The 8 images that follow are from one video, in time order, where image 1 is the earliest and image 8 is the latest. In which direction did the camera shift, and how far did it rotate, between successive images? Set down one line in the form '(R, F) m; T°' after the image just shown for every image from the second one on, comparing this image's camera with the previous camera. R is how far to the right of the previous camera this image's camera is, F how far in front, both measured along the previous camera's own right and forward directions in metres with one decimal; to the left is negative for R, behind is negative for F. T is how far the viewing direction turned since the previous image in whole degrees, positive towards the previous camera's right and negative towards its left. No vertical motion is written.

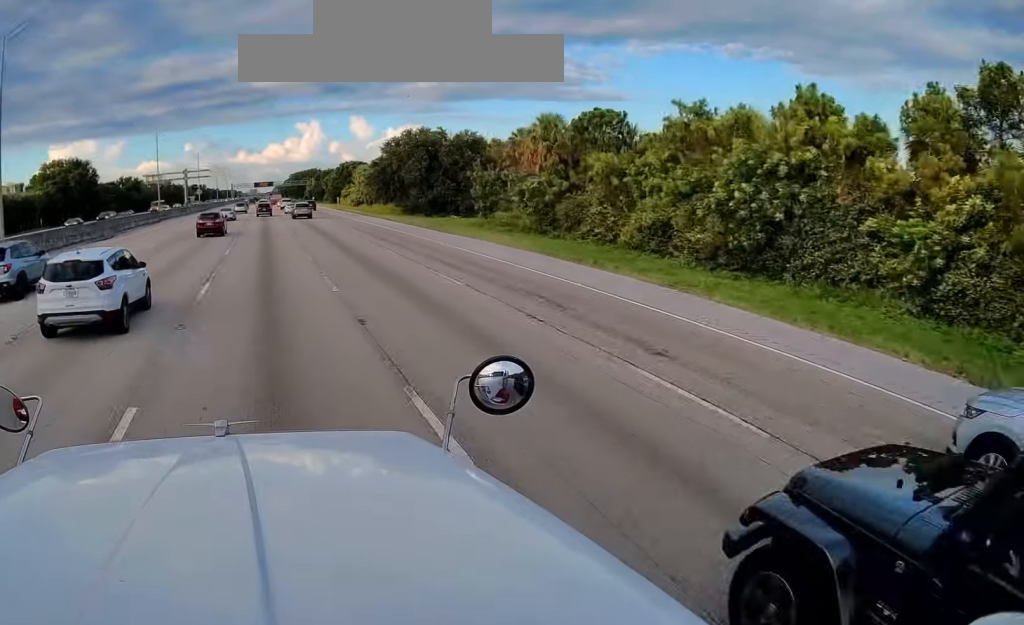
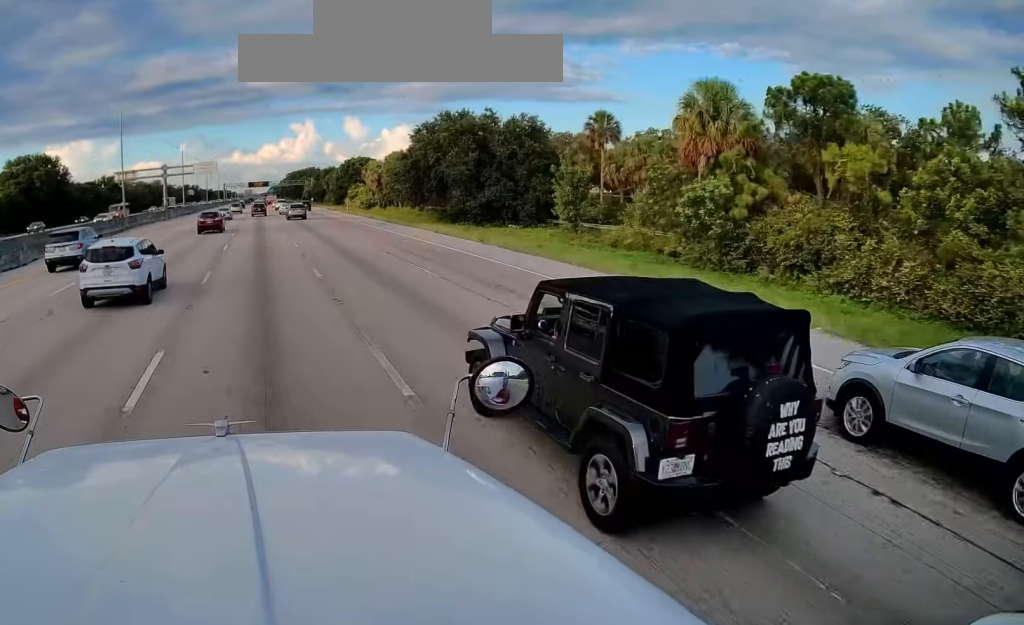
(+0.3, +21.5) m; +1°
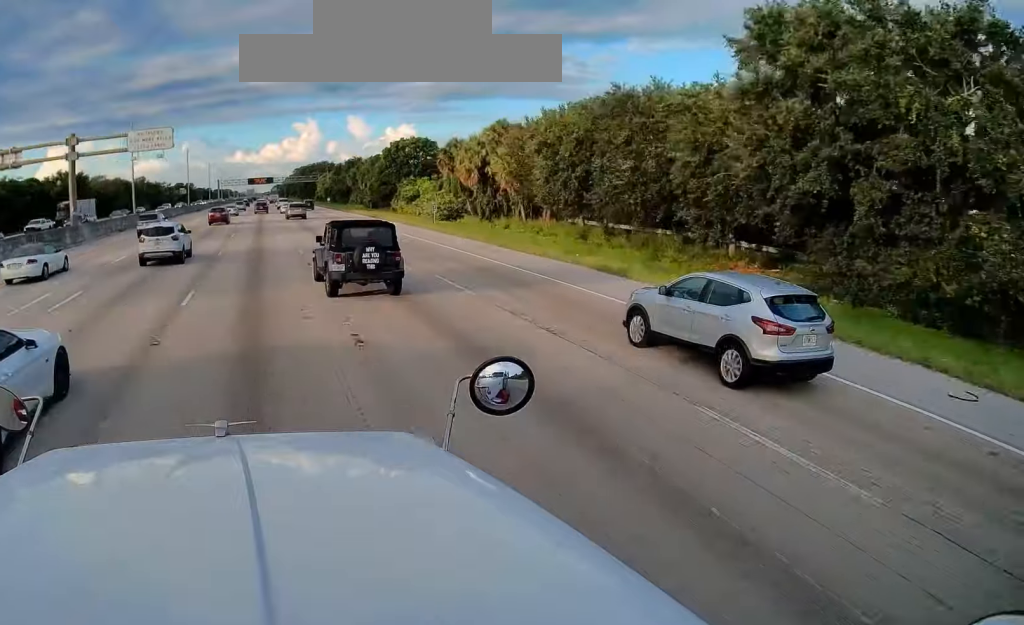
(-0.6, +53.7) m; -1°
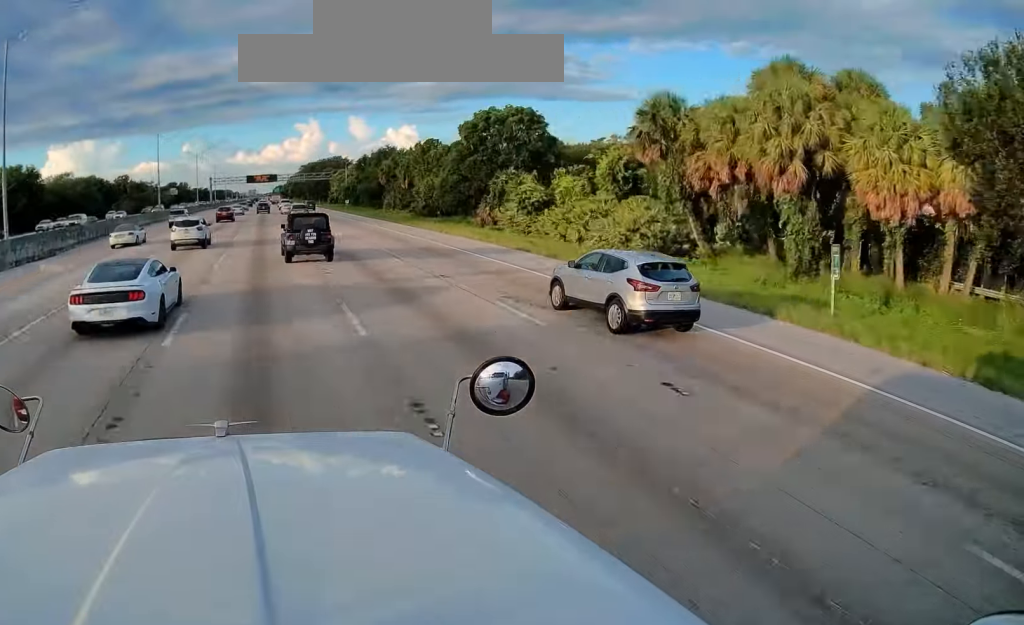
(+0.6, +40.3) m; +1°
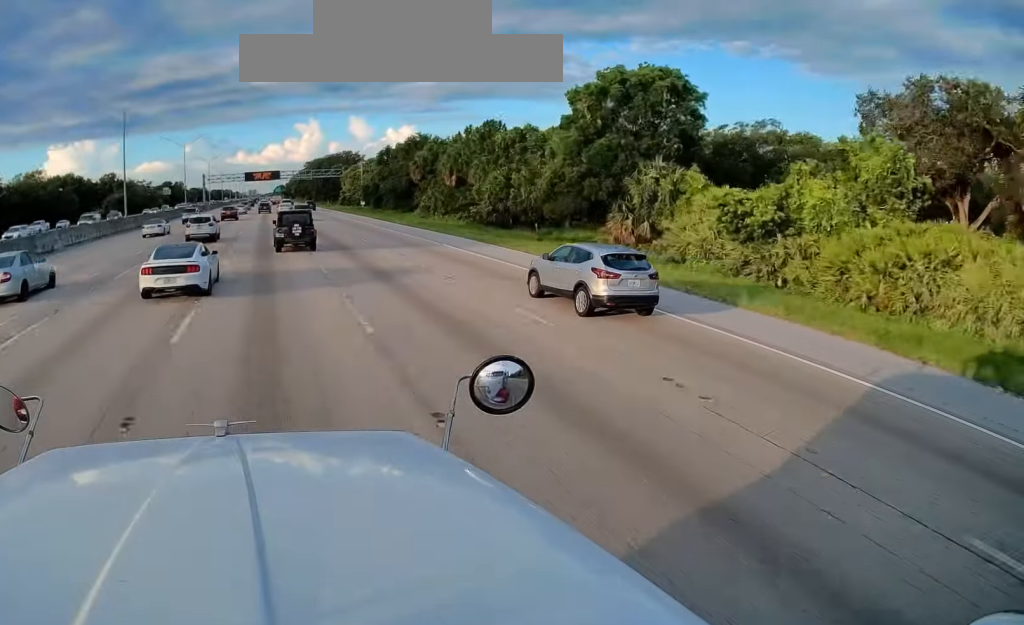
(0.0, +23.7) m; 0°
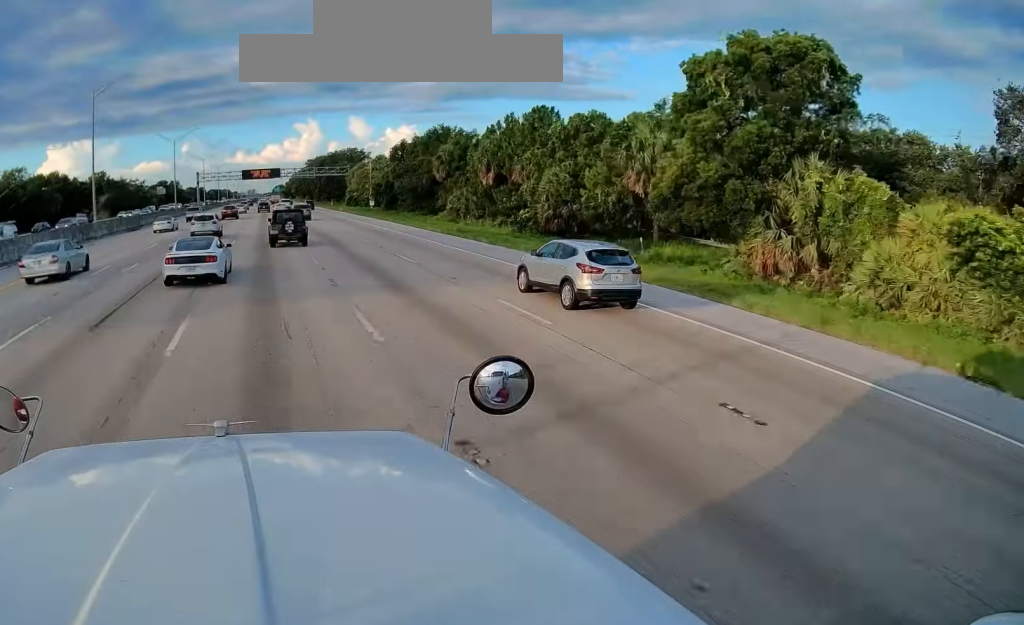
(0.0, +13.2) m; 0°
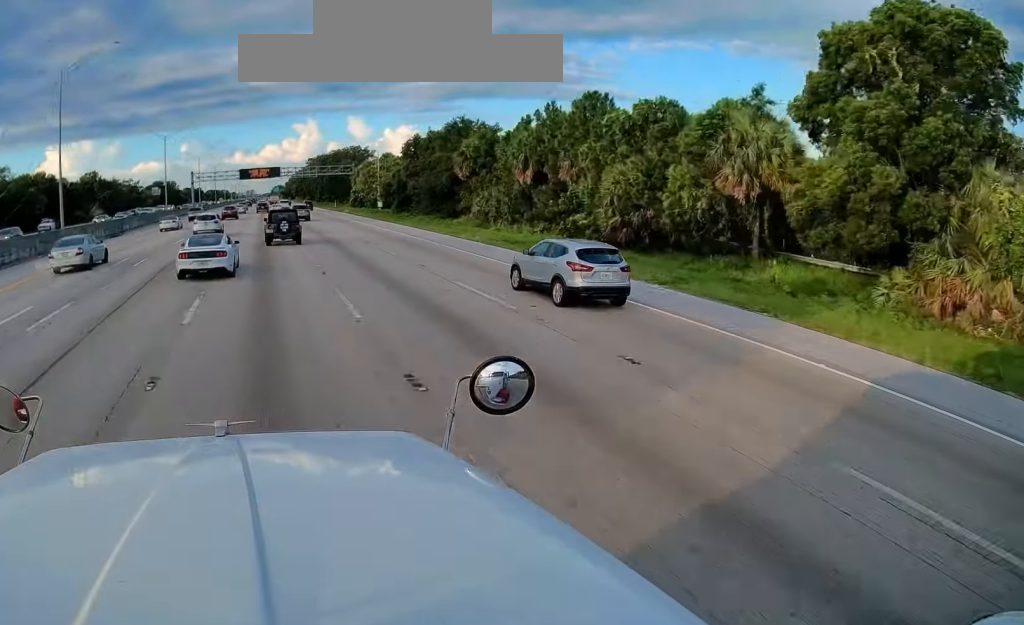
(0.0, +10.5) m; 0°
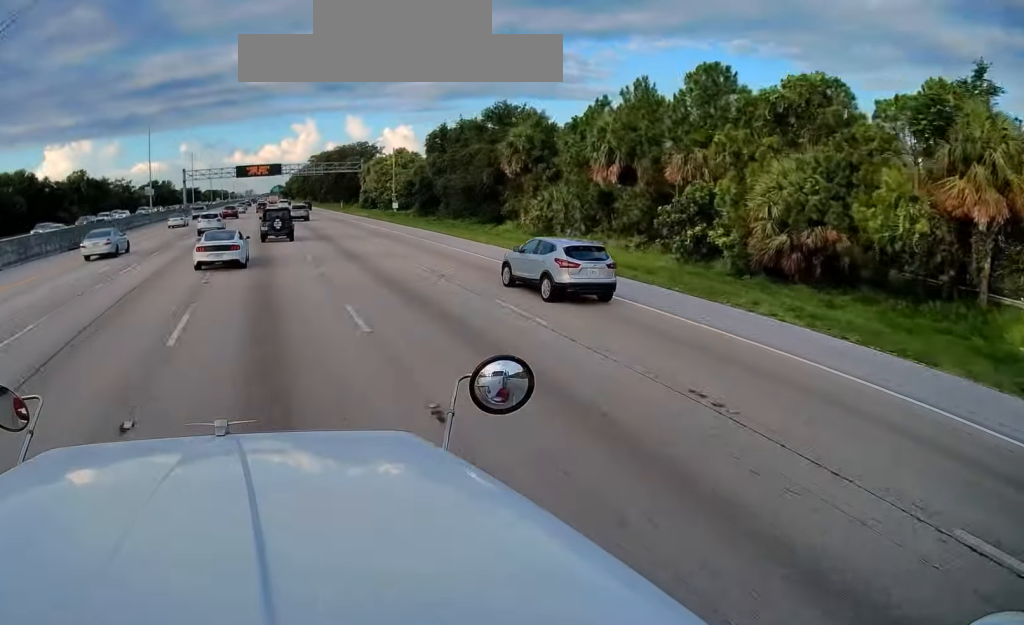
(+0.1, +14.0) m; 0°
